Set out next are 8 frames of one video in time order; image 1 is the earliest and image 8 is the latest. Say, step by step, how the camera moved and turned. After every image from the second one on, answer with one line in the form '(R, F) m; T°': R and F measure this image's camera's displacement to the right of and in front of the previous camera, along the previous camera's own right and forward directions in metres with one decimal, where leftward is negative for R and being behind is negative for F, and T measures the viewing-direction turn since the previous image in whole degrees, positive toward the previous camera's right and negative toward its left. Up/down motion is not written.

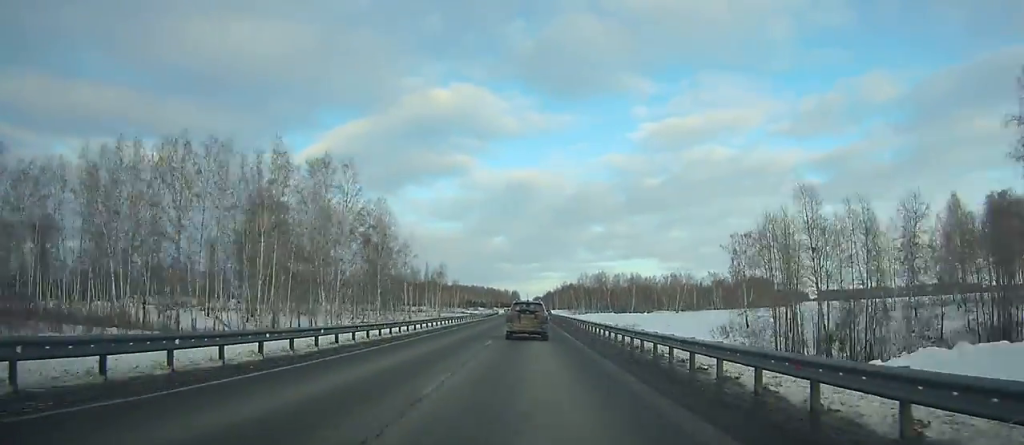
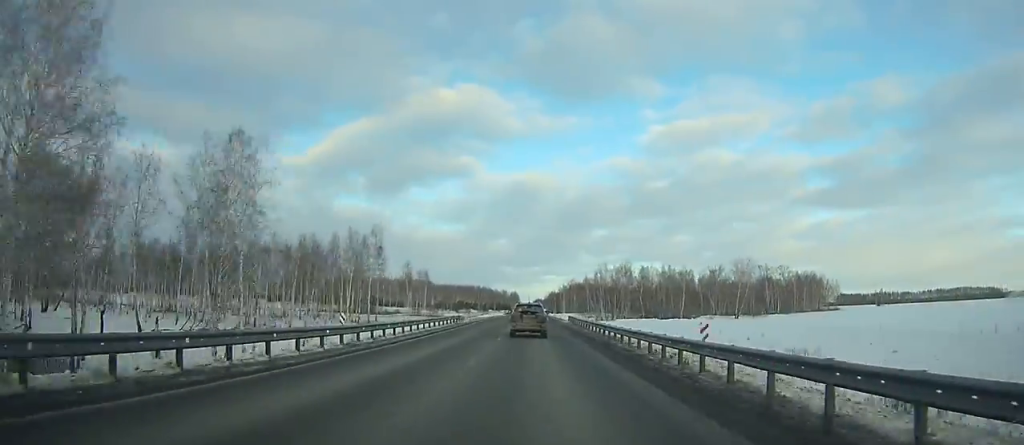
(-0.5, +68.1) m; 0°
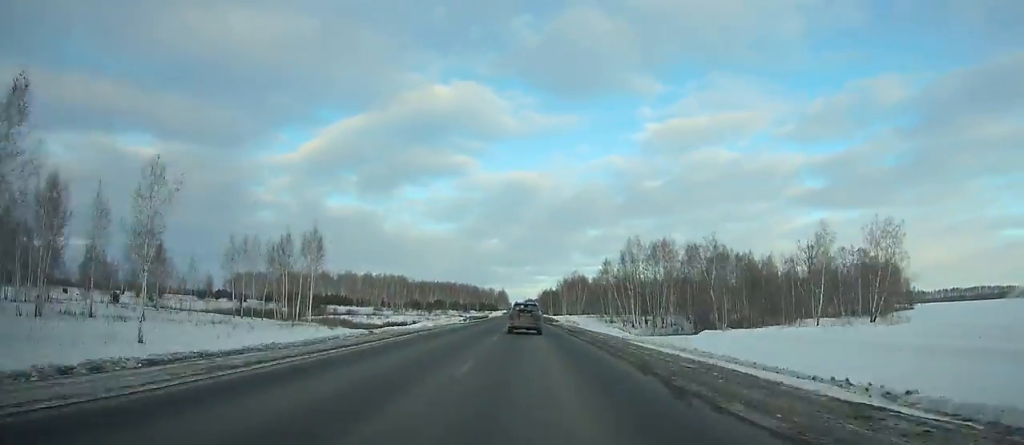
(-0.1, +72.3) m; 0°
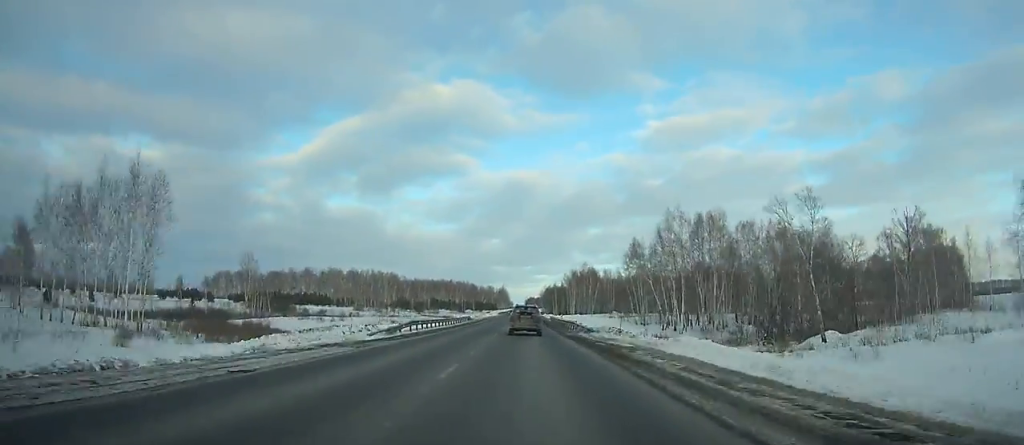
(+0.1, +34.7) m; 0°
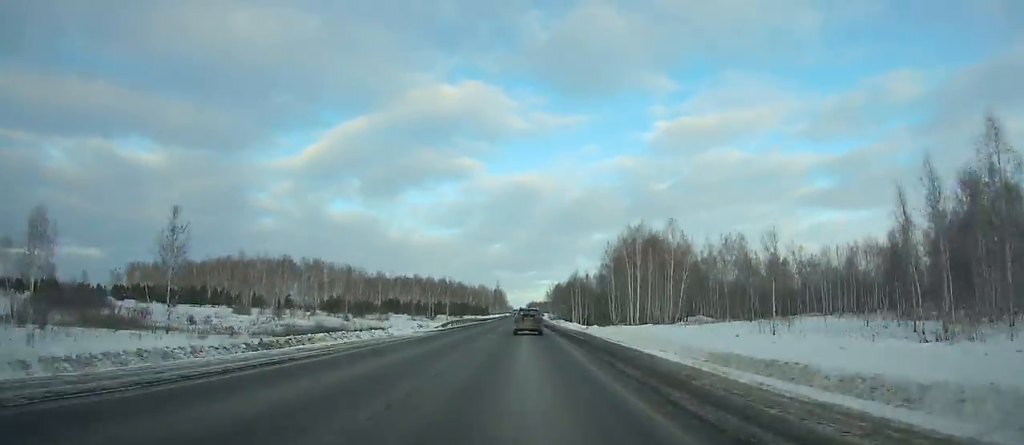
(+0.3, +109.0) m; 0°
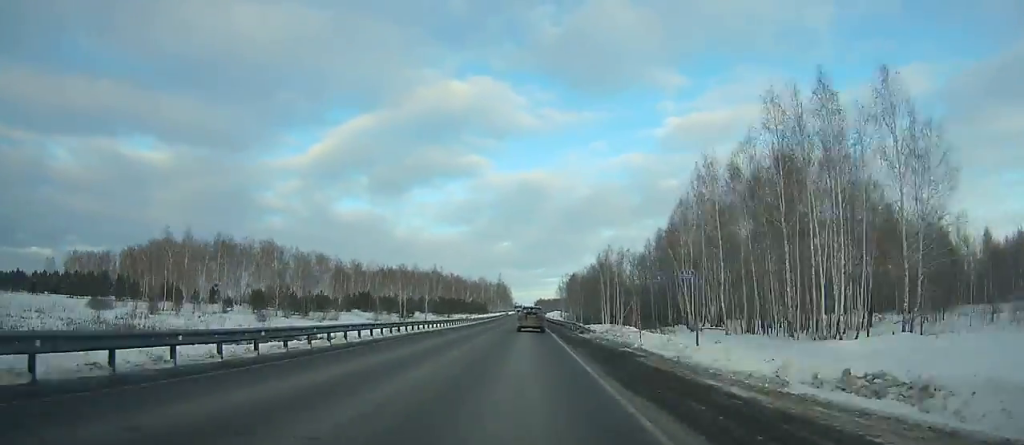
(-0.1, +54.9) m; 0°
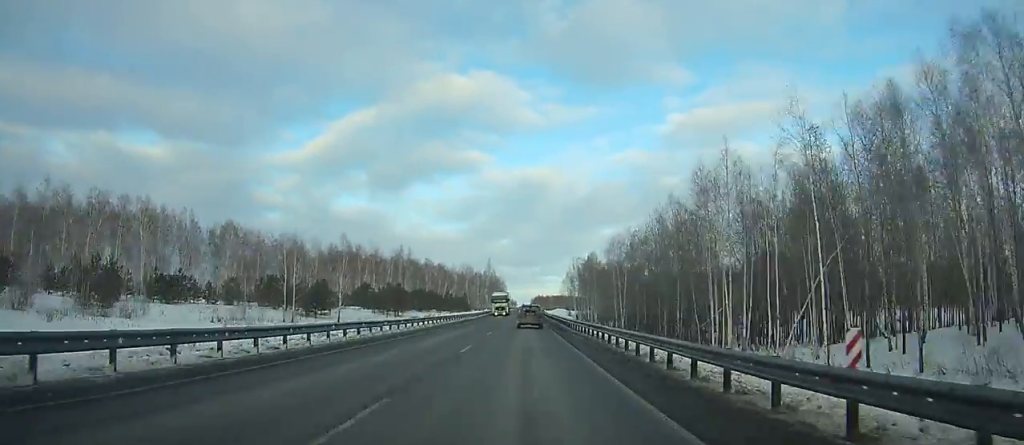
(-0.3, +70.6) m; 0°
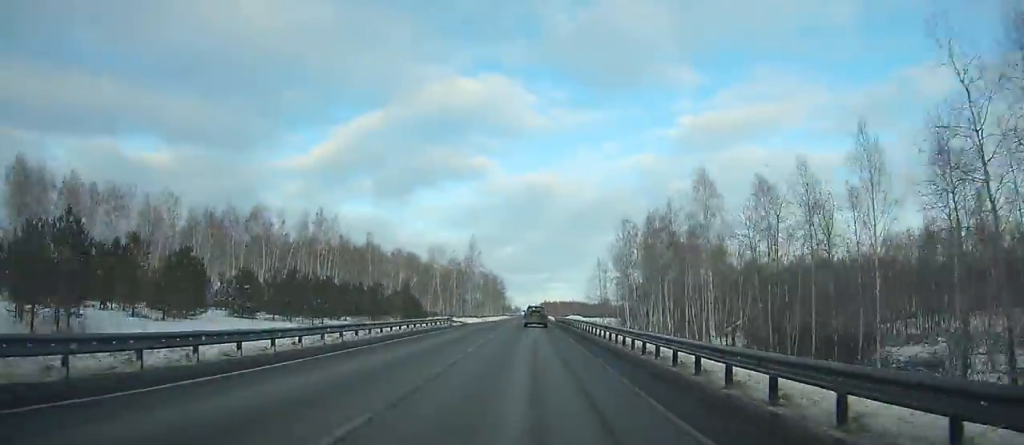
(-0.2, +84.7) m; 0°
